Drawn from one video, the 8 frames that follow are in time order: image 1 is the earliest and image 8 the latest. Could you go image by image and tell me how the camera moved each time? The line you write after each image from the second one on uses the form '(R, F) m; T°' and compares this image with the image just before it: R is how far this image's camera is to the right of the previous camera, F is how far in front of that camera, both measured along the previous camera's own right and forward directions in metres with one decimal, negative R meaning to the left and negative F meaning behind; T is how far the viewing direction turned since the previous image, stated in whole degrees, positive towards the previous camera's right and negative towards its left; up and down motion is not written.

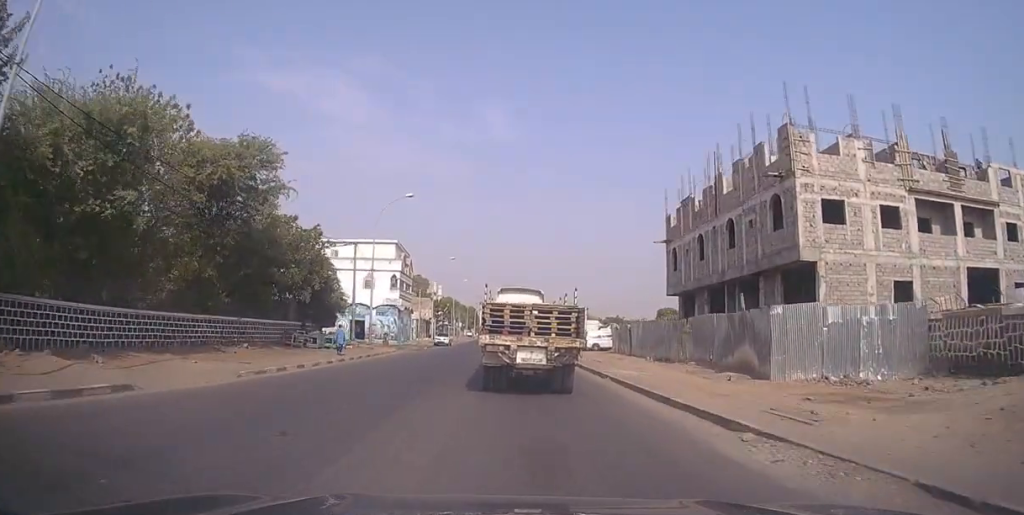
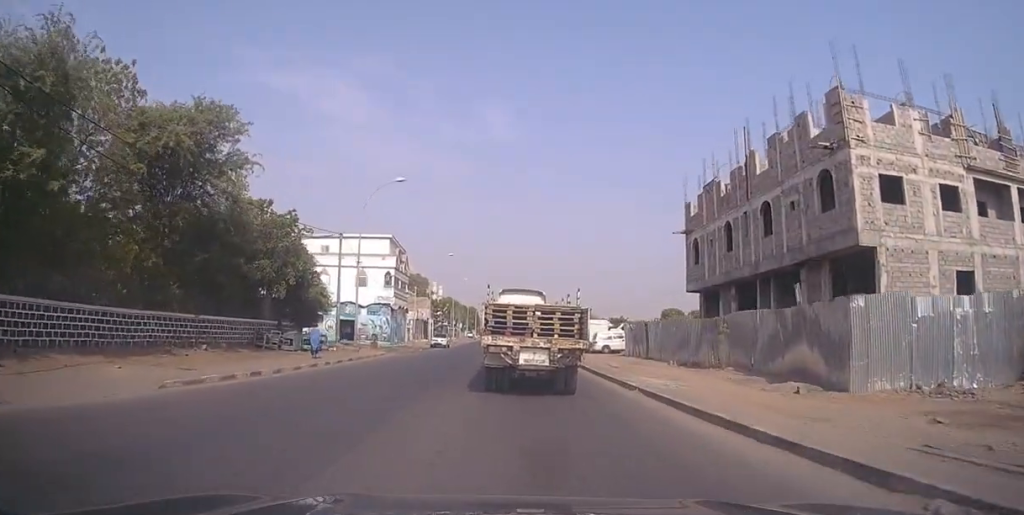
(-0.1, +4.7) m; -1°
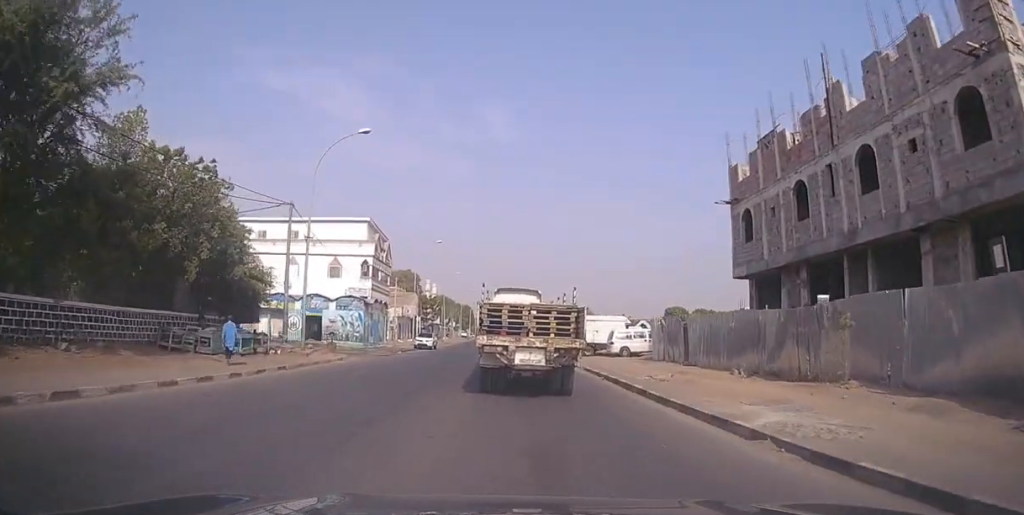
(0.0, +9.5) m; -1°
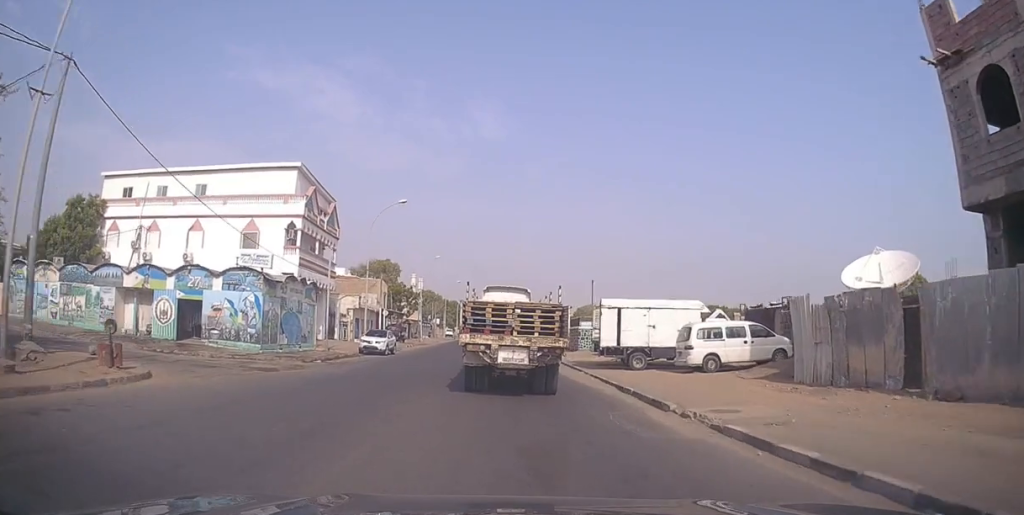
(-0.1, +19.2) m; +2°
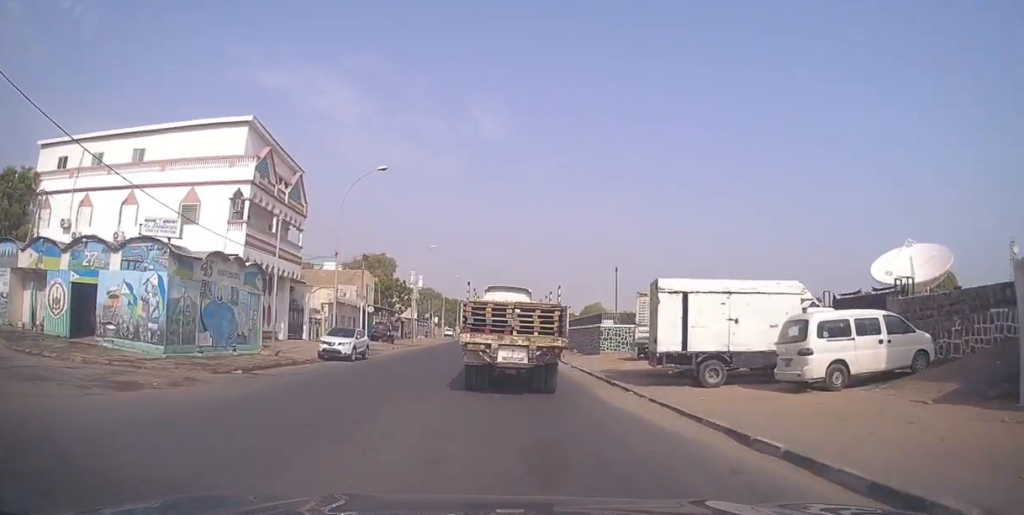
(+0.2, +9.2) m; +1°
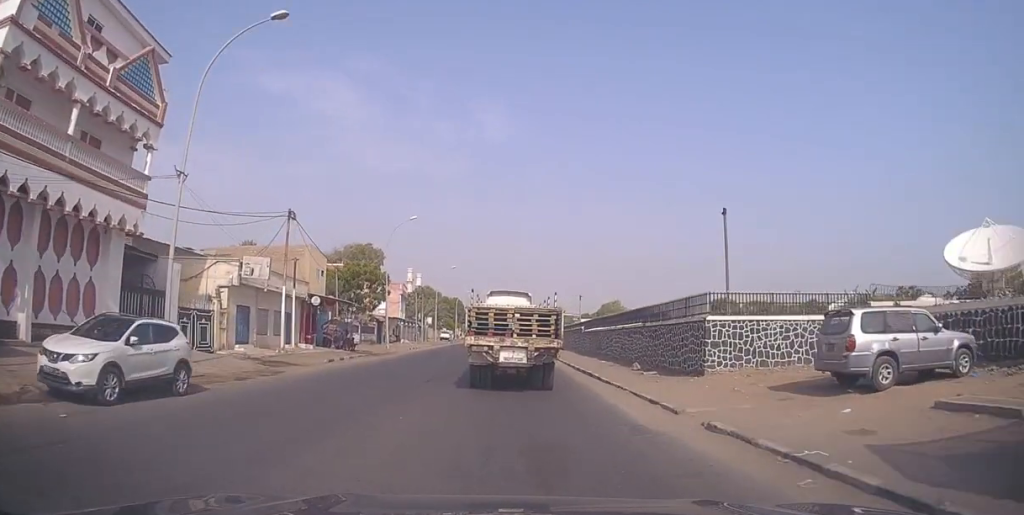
(-0.2, +19.6) m; -1°
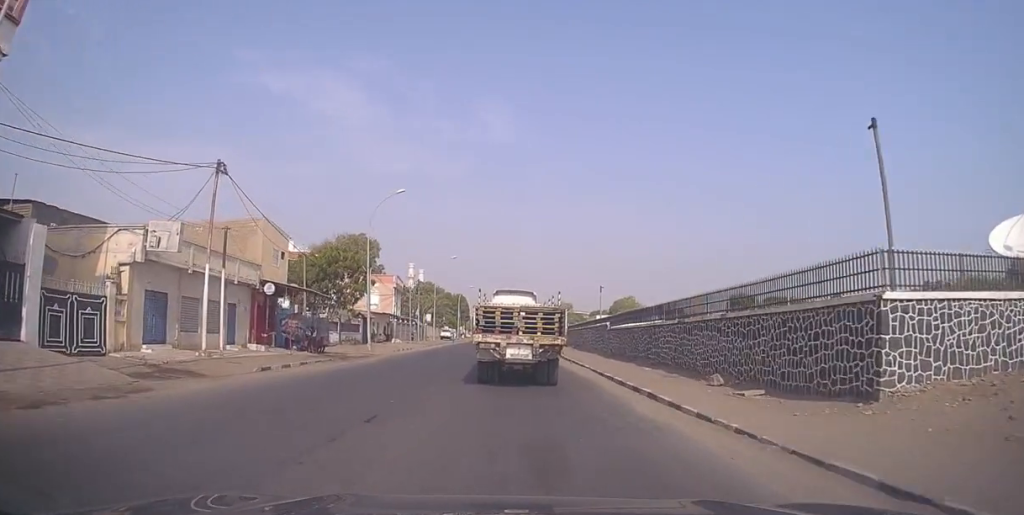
(+0.2, +9.3) m; -1°
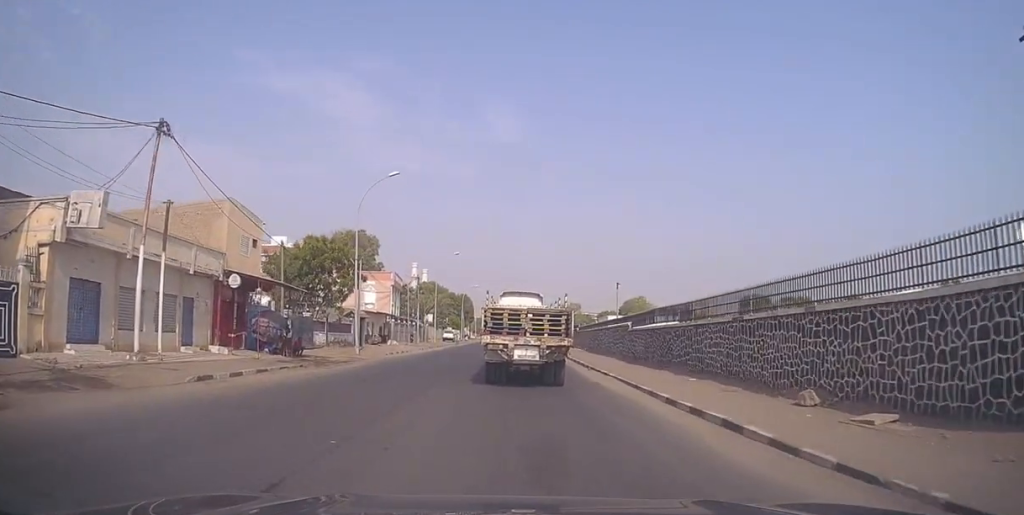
(-0.2, +5.0) m; -2°
